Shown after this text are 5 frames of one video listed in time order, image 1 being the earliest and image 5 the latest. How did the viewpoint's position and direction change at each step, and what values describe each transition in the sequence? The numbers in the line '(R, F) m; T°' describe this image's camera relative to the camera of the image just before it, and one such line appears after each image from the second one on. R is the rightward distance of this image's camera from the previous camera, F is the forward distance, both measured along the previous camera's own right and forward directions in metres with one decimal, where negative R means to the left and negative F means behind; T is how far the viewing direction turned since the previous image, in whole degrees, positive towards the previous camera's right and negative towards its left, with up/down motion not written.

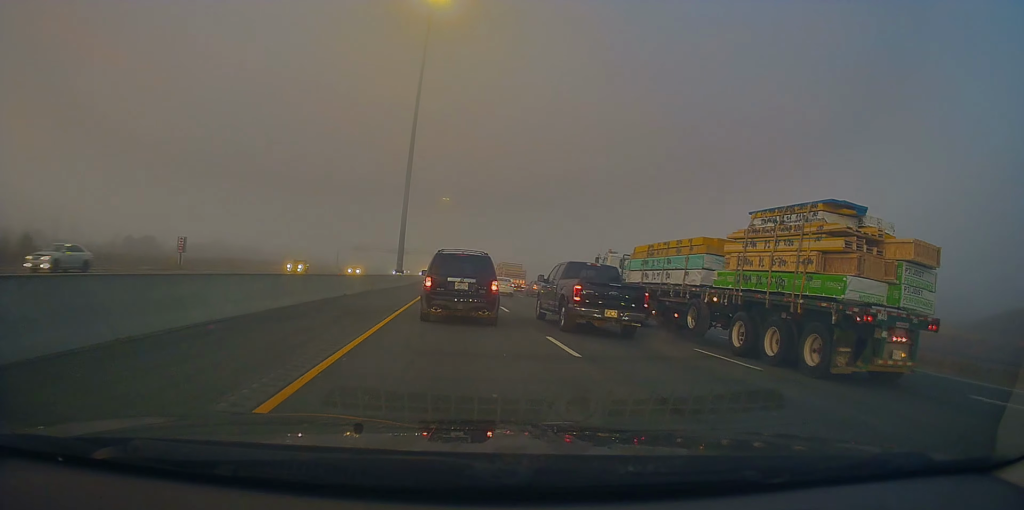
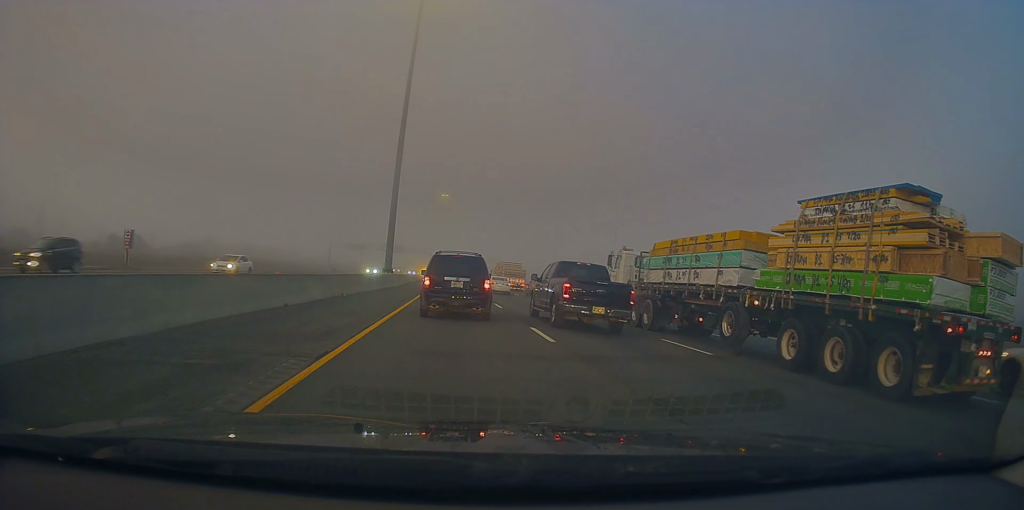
(+0.3, +9.4) m; +3°
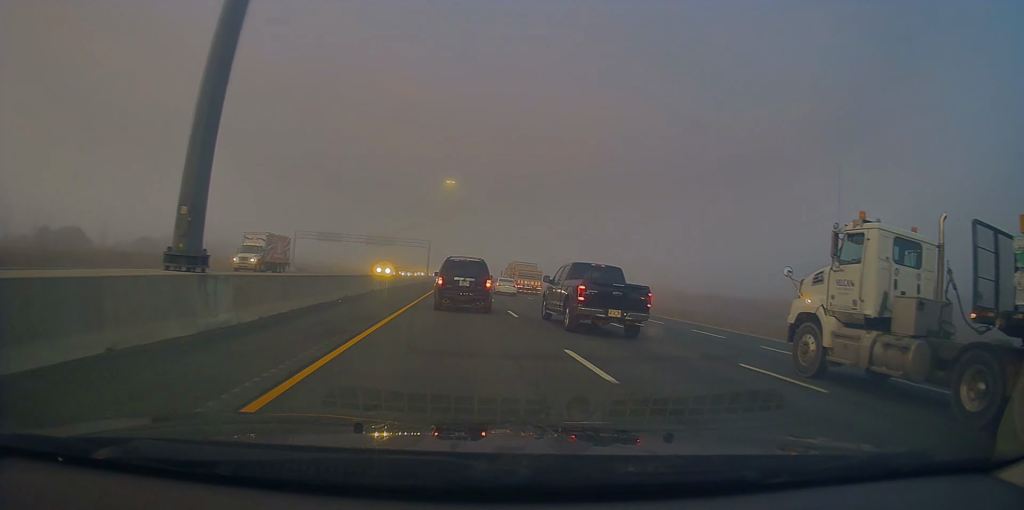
(-1.7, +37.9) m; -3°
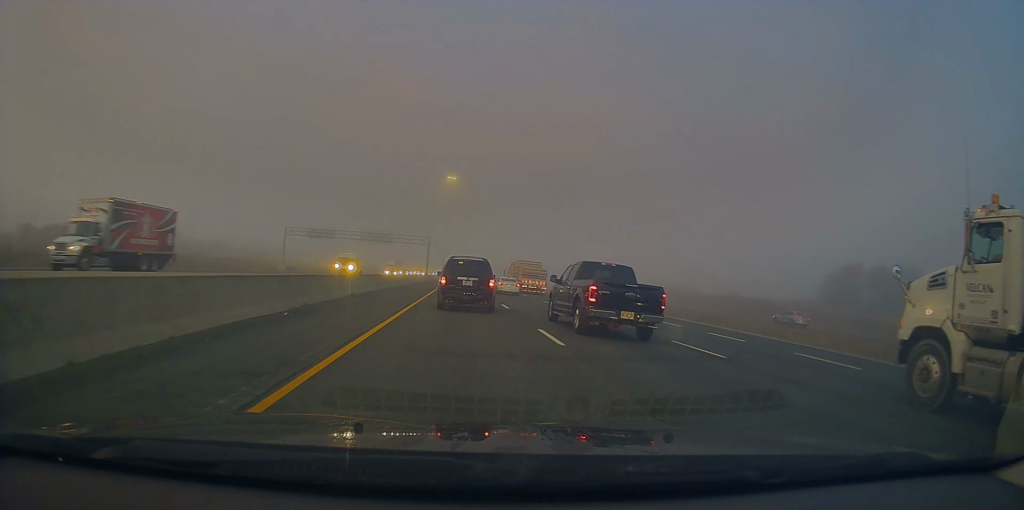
(0.0, +7.4) m; 0°
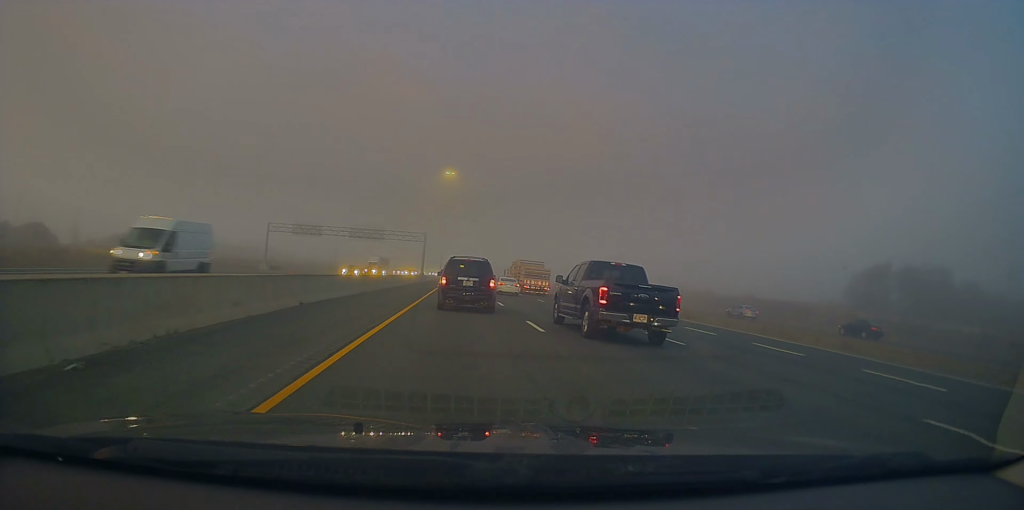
(+0.3, +9.6) m; 0°
